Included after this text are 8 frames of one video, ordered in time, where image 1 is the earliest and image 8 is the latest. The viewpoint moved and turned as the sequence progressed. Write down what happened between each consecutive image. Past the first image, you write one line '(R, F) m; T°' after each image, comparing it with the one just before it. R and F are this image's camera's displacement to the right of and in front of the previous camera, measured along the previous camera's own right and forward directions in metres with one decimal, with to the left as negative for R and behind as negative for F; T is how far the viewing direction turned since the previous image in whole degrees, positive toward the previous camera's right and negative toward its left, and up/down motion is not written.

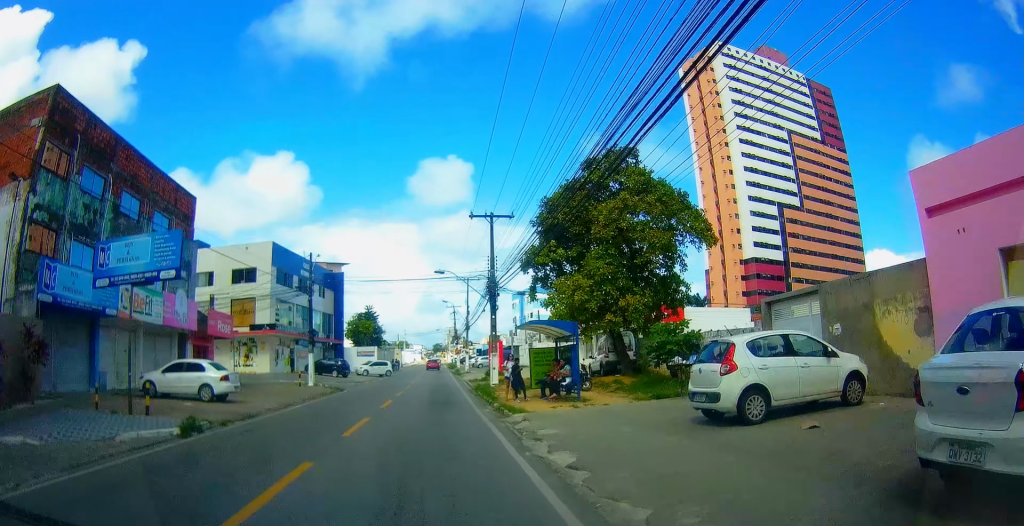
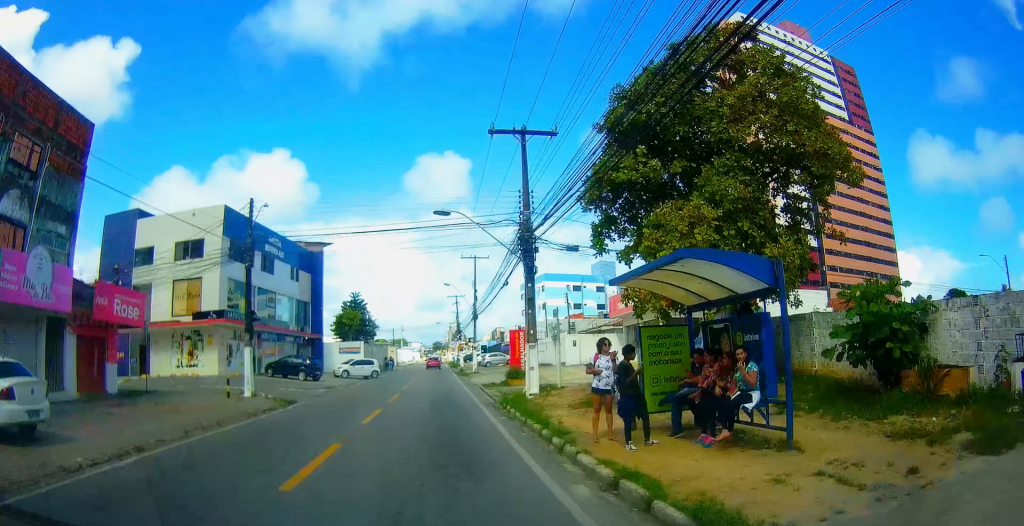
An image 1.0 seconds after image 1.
(-0.7, +12.0) m; -2°
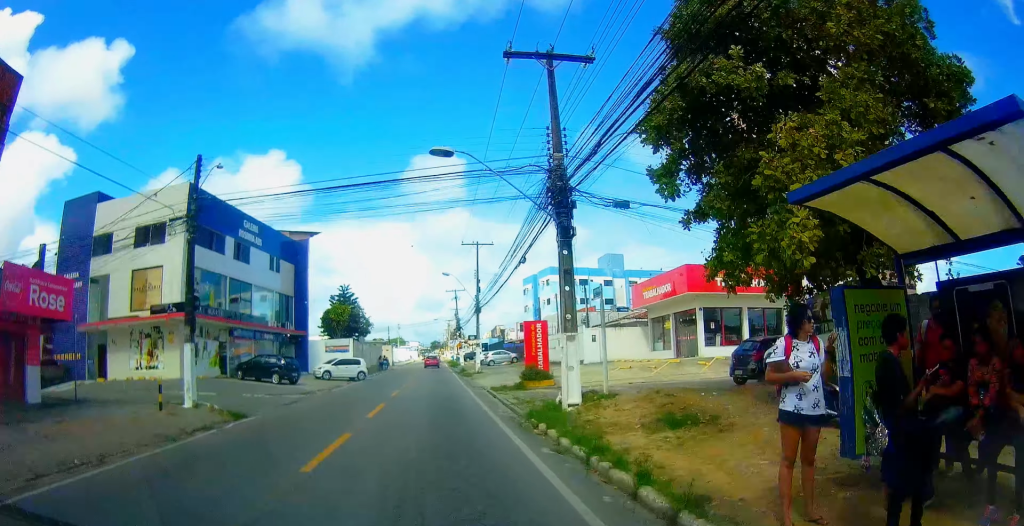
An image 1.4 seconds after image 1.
(+0.1, +5.8) m; +1°
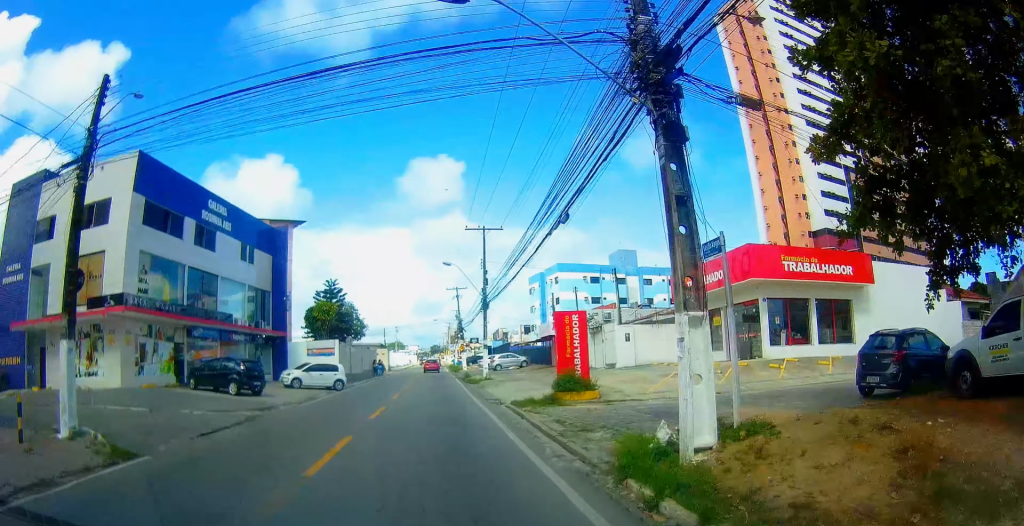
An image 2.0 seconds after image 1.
(+0.1, +6.8) m; +1°
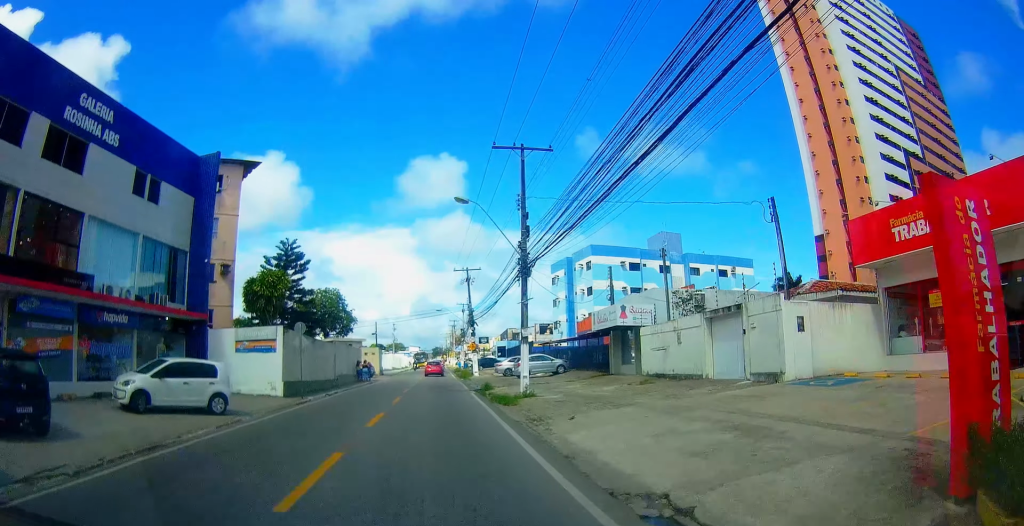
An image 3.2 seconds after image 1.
(+0.1, +15.8) m; 0°
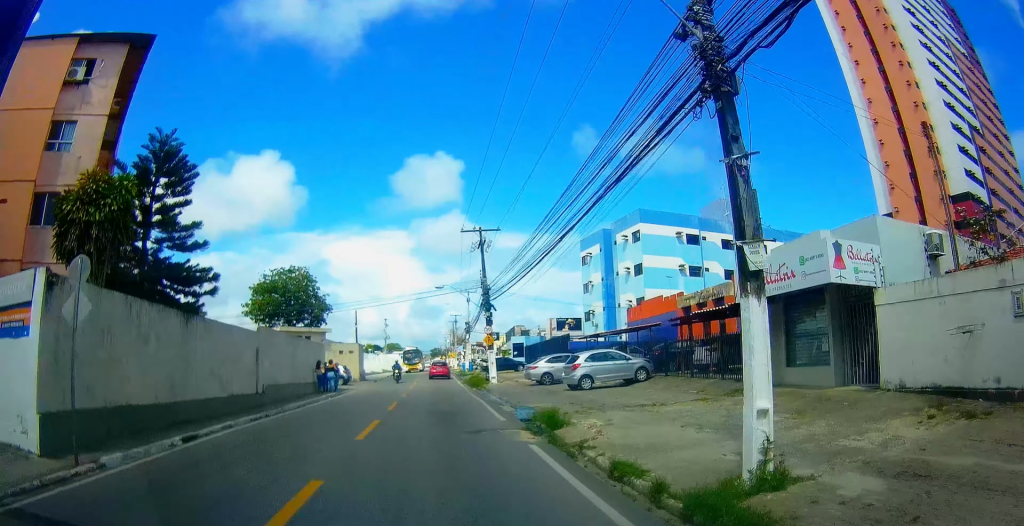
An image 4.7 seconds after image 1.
(0.0, +16.9) m; 0°
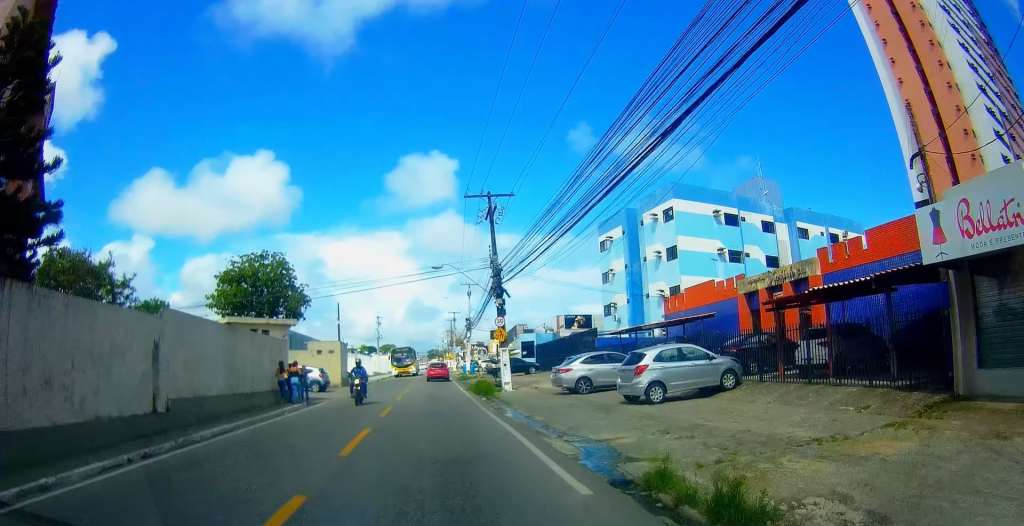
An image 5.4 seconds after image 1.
(0.0, +7.9) m; +1°
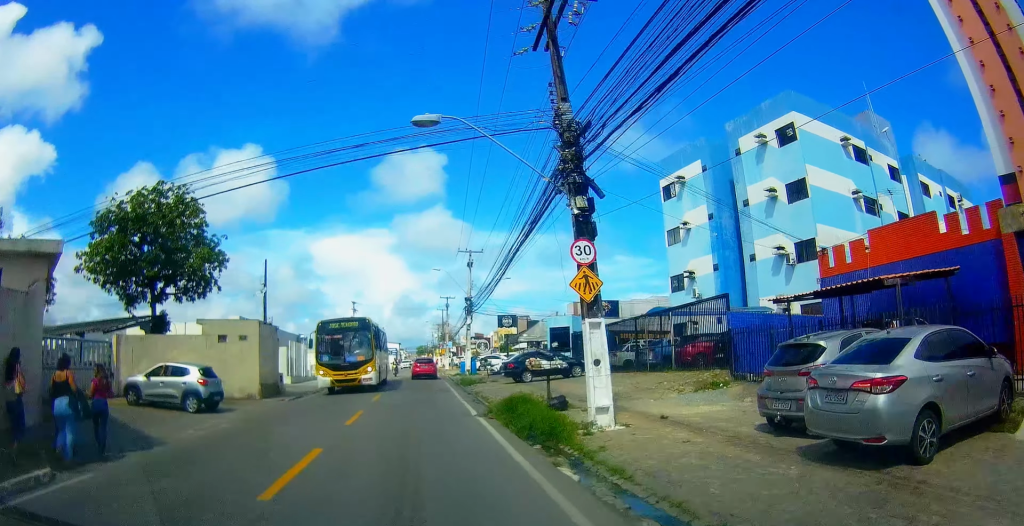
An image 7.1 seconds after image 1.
(+0.5, +17.7) m; +1°
